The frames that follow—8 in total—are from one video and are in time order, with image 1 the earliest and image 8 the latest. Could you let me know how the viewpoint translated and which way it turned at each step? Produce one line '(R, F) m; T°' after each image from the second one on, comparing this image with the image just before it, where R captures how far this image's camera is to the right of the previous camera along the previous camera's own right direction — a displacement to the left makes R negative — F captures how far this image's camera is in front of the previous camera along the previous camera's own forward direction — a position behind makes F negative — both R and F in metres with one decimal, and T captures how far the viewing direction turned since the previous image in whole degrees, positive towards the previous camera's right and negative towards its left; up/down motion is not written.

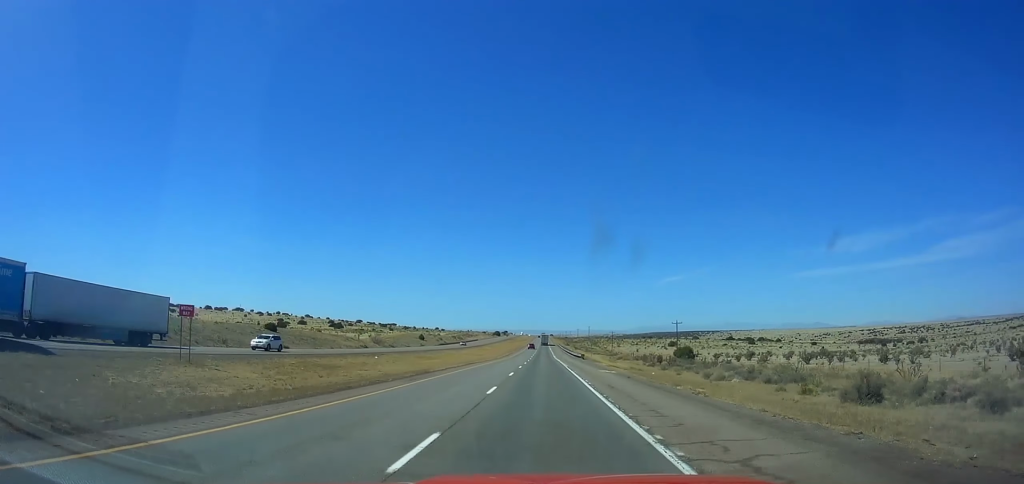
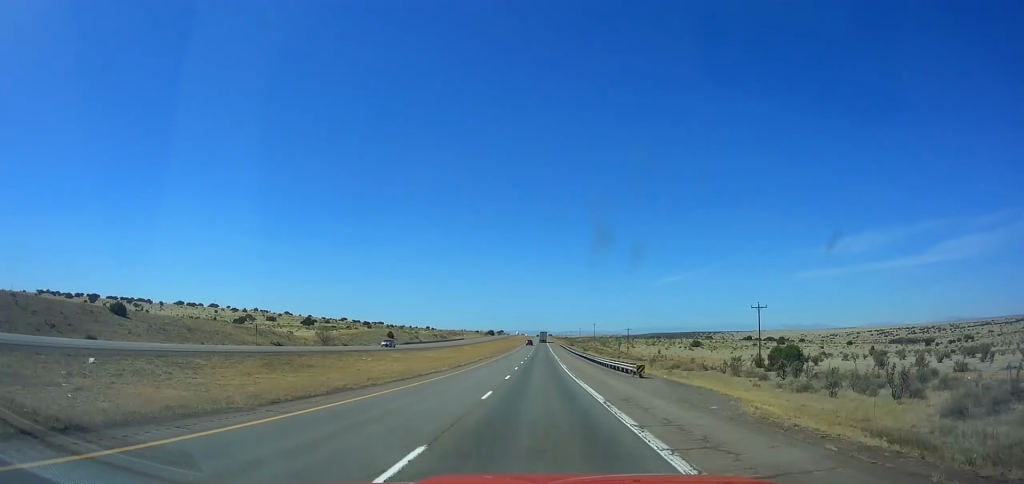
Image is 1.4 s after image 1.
(+0.3, +49.9) m; 0°
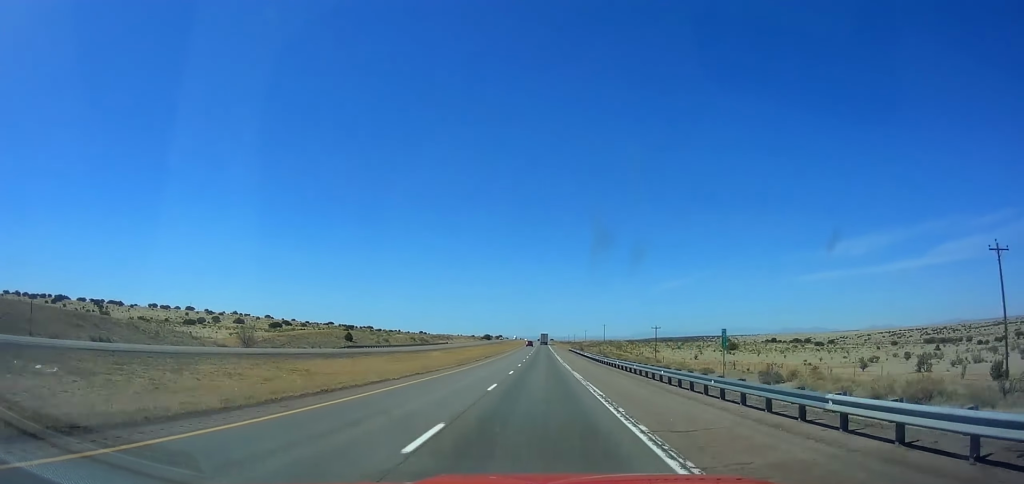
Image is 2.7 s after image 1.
(+0.1, +46.2) m; 0°
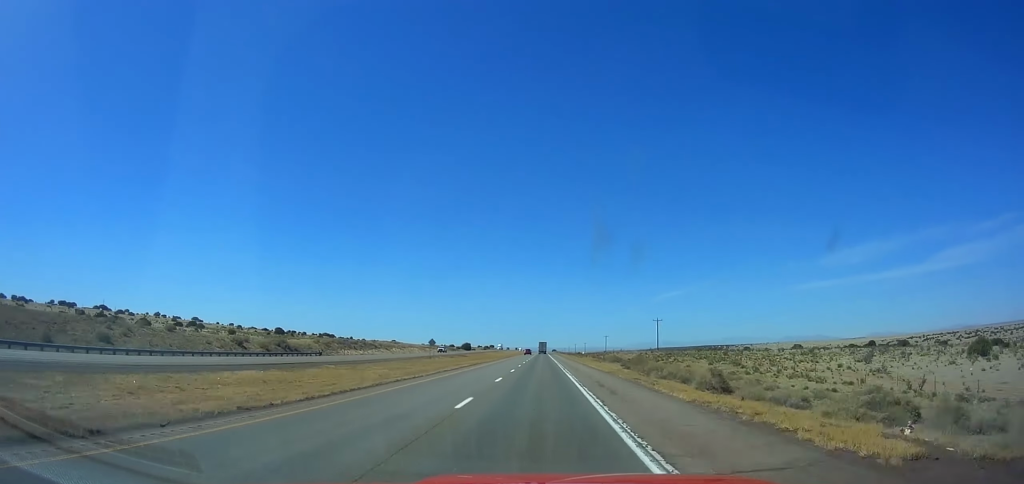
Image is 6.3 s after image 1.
(0.0, +127.8) m; 0°
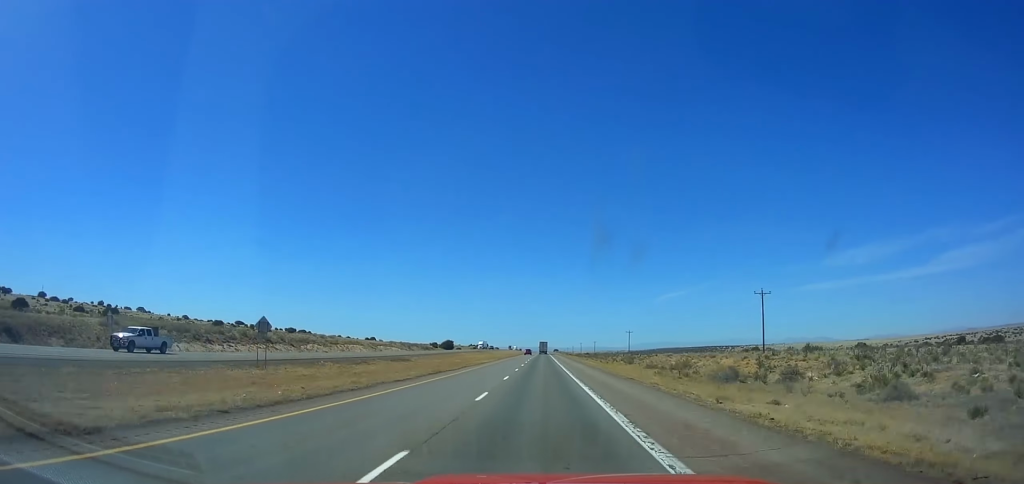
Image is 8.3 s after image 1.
(+0.1, +70.9) m; 0°
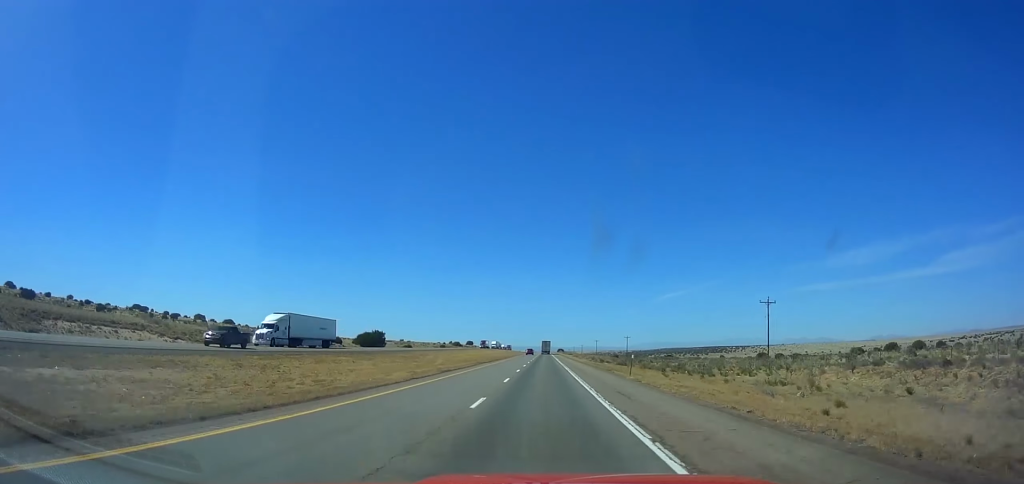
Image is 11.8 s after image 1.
(-0.6, +124.0) m; 0°
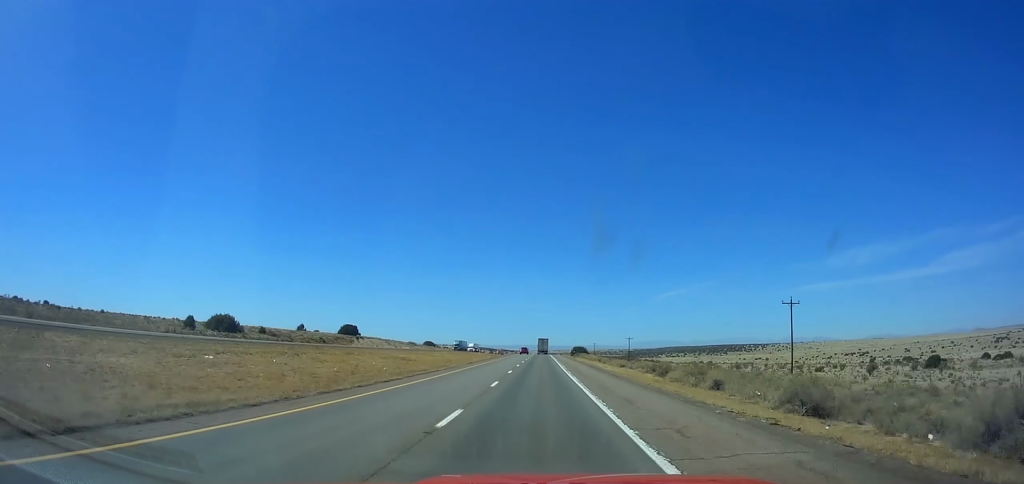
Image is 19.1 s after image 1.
(+0.4, +259.5) m; 0°
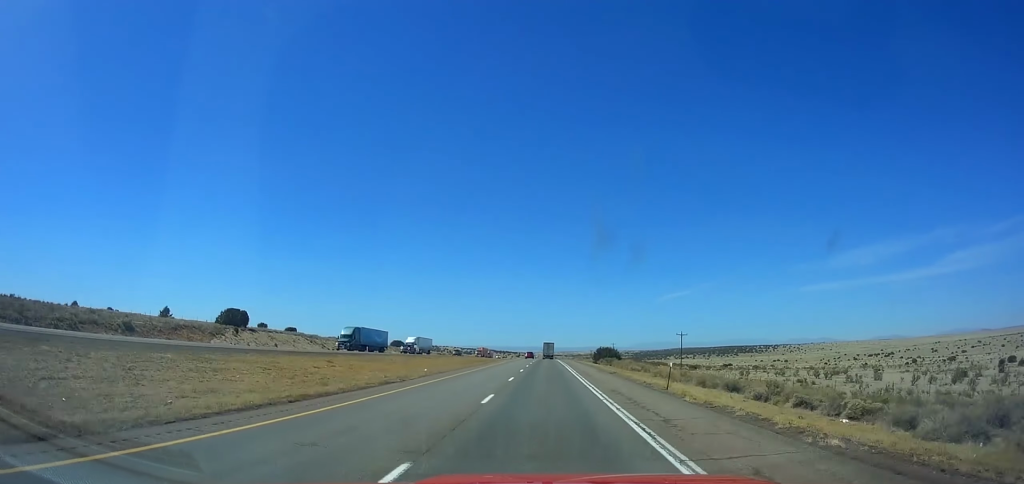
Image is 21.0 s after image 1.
(0.0, +67.6) m; 0°
